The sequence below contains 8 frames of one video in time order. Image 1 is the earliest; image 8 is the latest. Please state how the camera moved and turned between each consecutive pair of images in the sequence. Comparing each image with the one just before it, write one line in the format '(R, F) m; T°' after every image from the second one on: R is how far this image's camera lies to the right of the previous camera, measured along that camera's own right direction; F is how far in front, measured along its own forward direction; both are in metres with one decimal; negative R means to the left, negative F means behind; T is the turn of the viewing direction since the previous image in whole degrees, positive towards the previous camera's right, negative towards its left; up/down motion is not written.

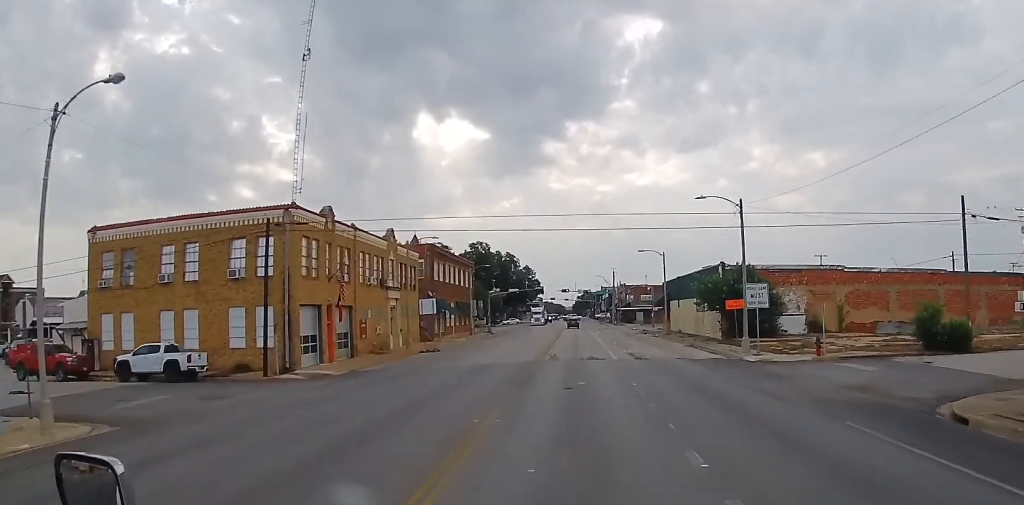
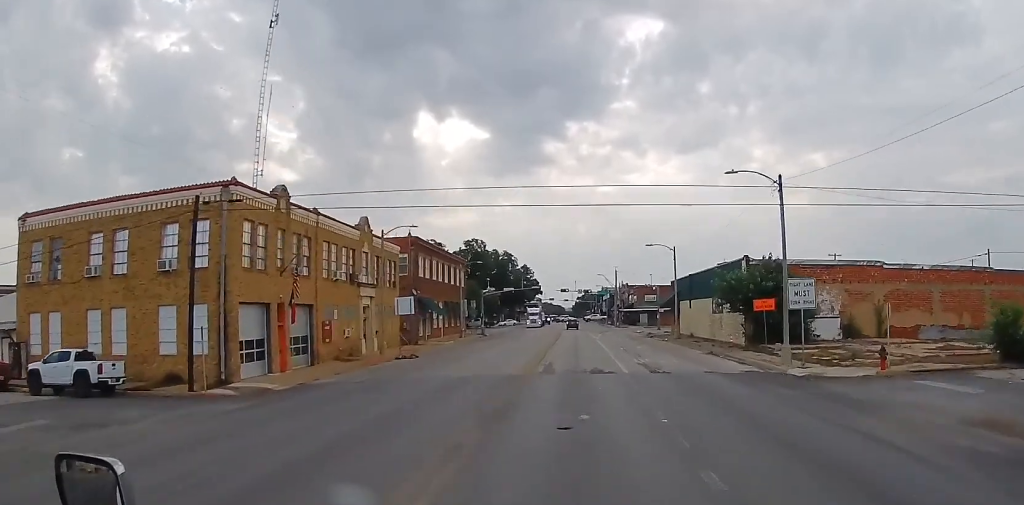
(-0.1, +6.8) m; -1°
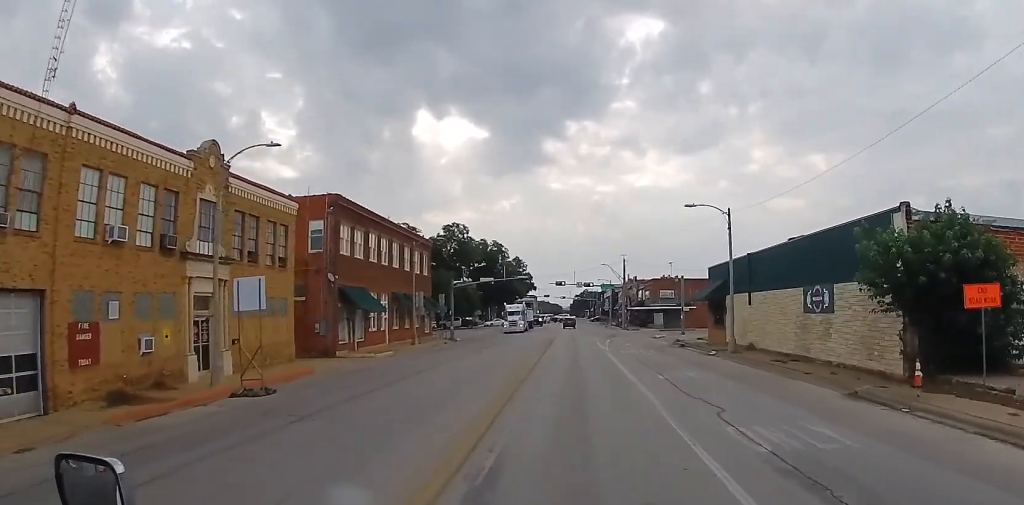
(+0.3, +21.2) m; +3°
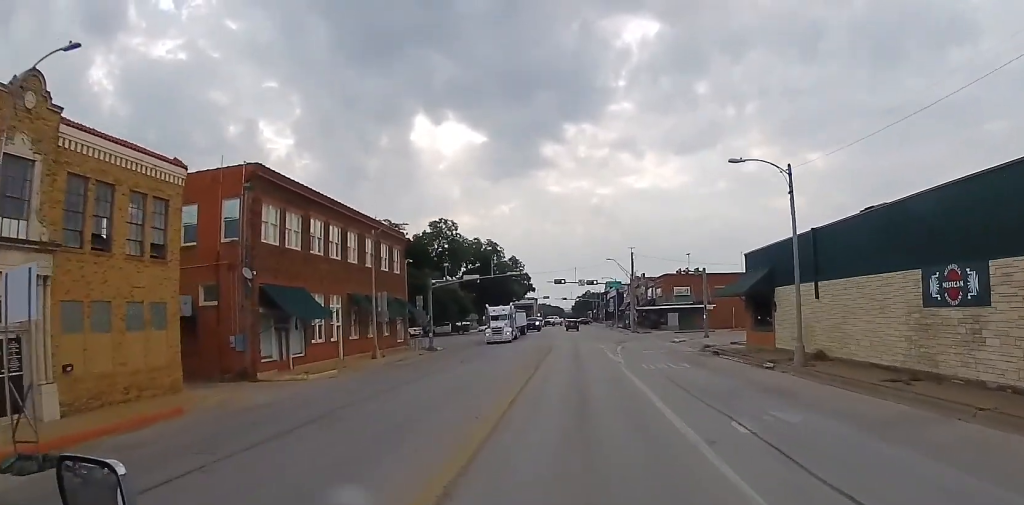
(0.0, +10.9) m; 0°
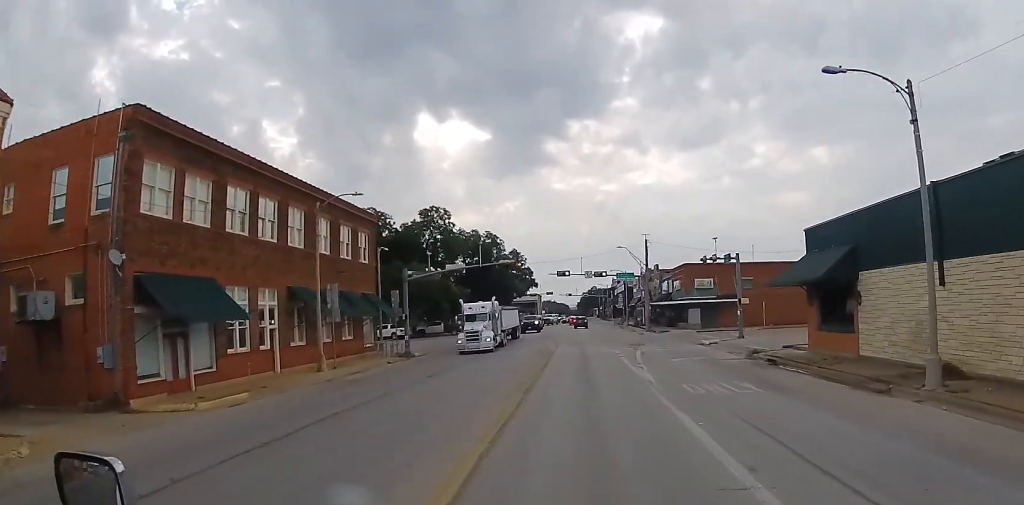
(0.0, +9.7) m; 0°
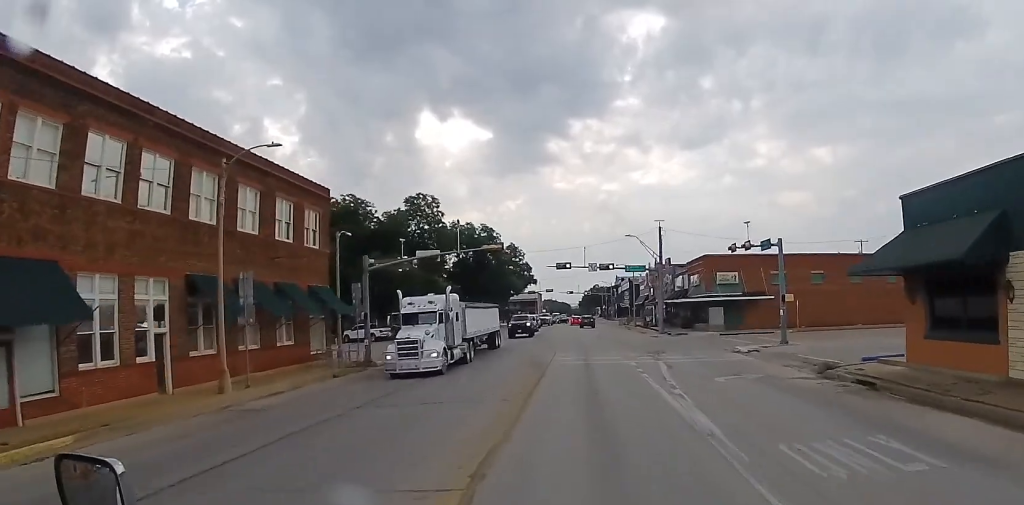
(0.0, +9.3) m; 0°
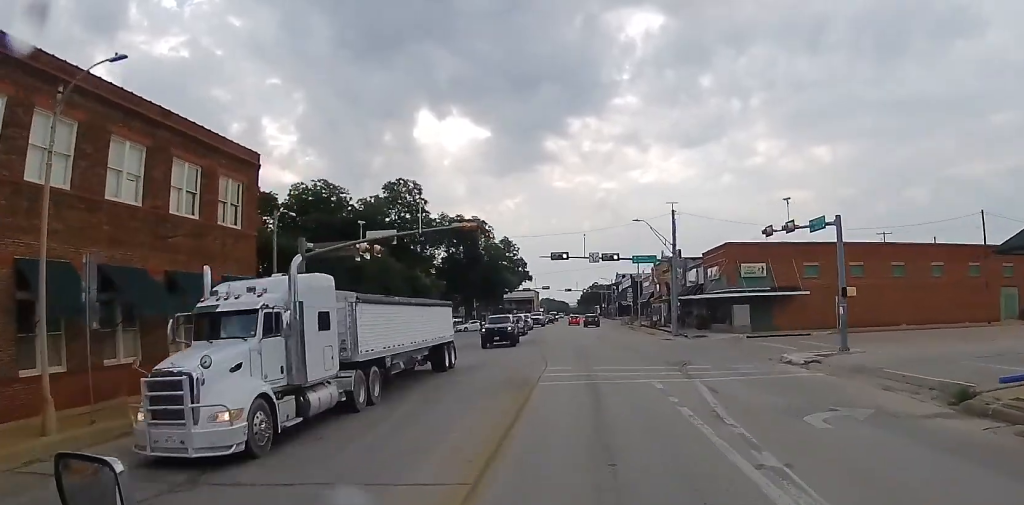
(0.0, +8.6) m; -2°
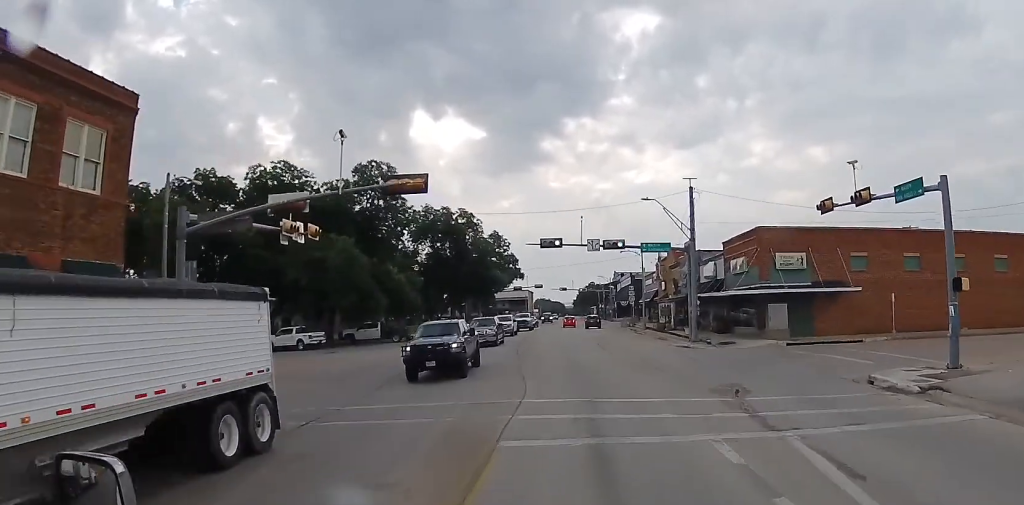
(-0.3, +9.4) m; +1°
